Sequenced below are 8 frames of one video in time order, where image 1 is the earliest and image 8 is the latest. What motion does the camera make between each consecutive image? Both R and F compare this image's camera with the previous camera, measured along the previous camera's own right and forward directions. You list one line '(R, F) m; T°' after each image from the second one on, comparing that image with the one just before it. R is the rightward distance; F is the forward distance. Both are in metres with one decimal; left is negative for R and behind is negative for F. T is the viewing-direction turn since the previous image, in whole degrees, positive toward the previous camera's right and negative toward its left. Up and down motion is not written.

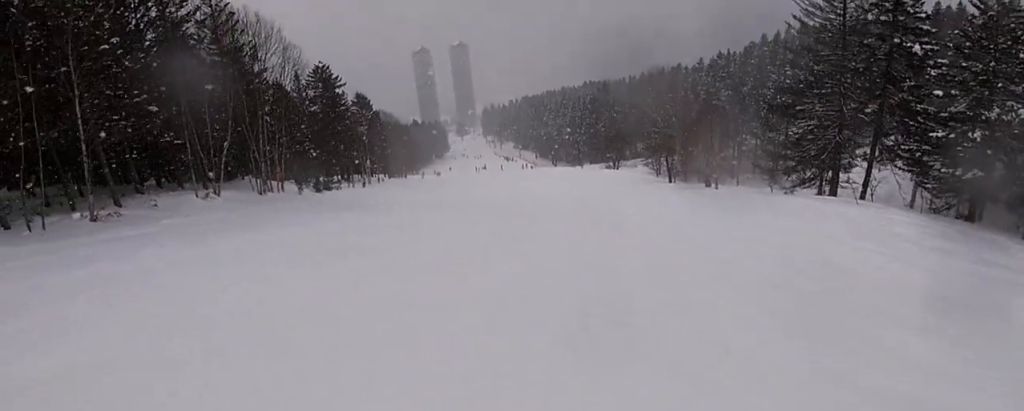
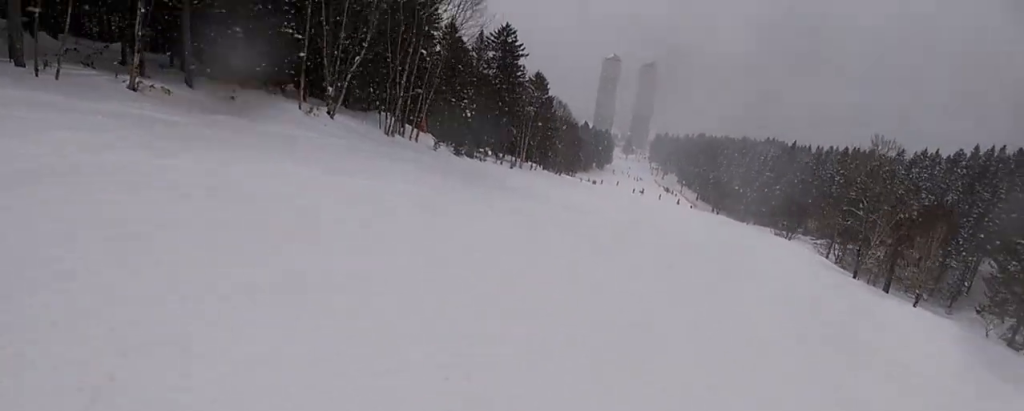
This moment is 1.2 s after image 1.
(-0.3, +7.9) m; +1°
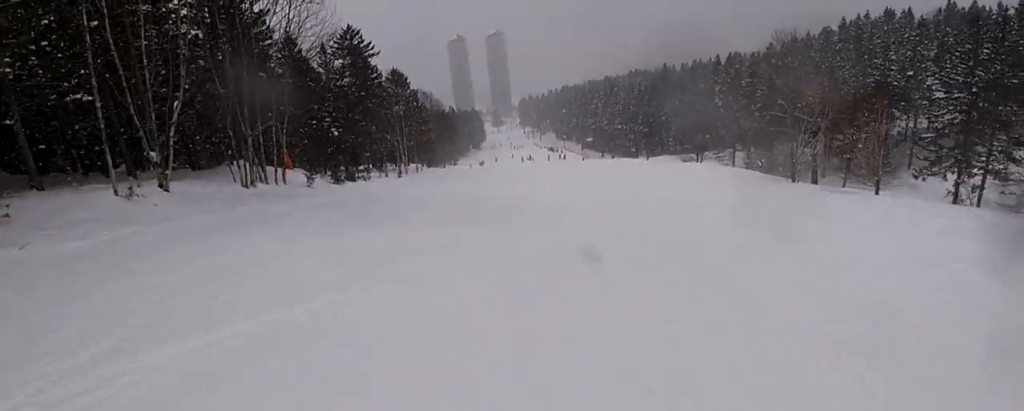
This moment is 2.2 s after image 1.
(+0.7, +7.6) m; +8°
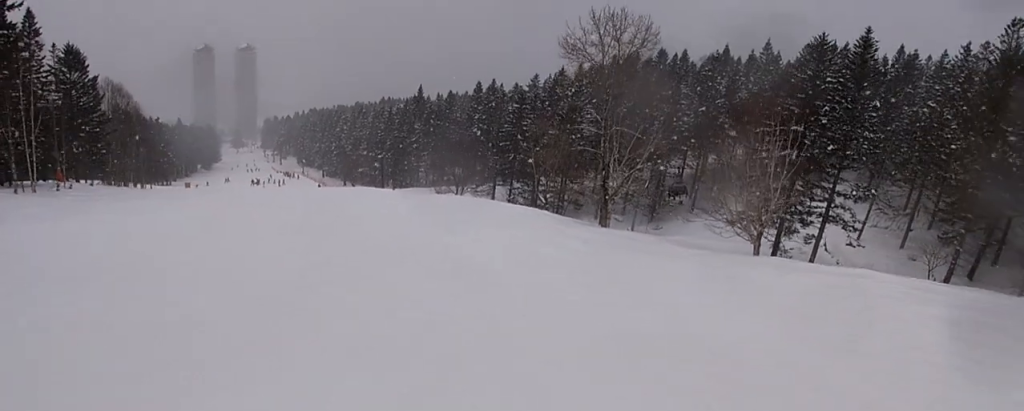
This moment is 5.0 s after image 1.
(+7.7, +21.0) m; +26°
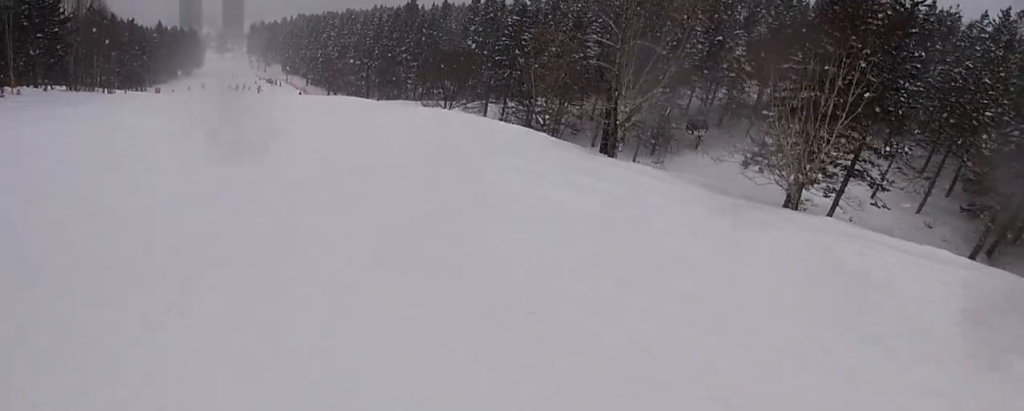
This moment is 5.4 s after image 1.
(+0.1, +4.3) m; -5°
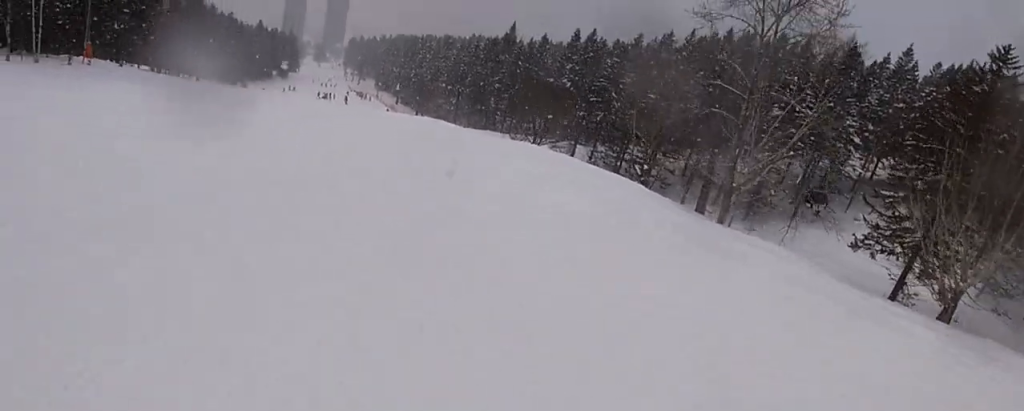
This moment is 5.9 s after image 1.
(-0.4, +4.2) m; -9°
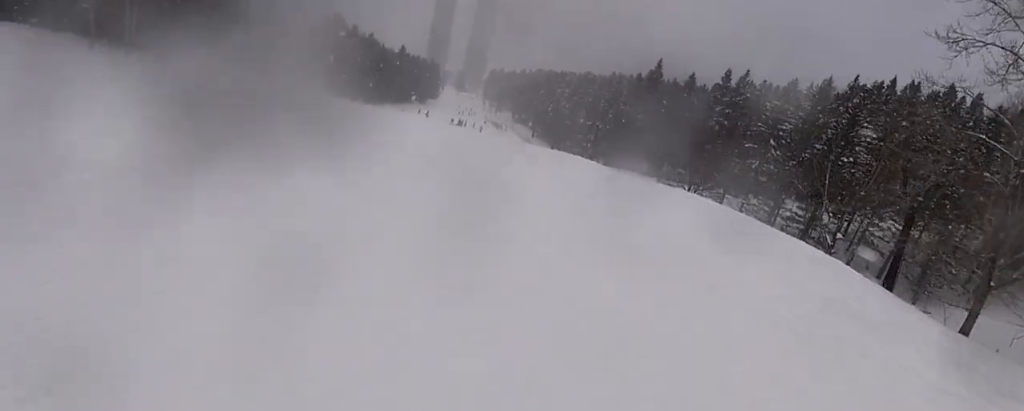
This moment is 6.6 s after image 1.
(-0.4, +6.6) m; -14°
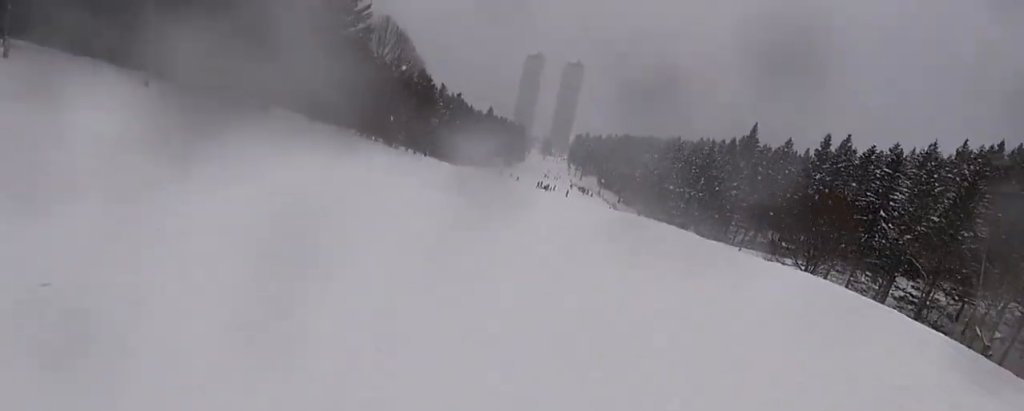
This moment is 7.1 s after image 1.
(-0.8, +4.5) m; -10°
